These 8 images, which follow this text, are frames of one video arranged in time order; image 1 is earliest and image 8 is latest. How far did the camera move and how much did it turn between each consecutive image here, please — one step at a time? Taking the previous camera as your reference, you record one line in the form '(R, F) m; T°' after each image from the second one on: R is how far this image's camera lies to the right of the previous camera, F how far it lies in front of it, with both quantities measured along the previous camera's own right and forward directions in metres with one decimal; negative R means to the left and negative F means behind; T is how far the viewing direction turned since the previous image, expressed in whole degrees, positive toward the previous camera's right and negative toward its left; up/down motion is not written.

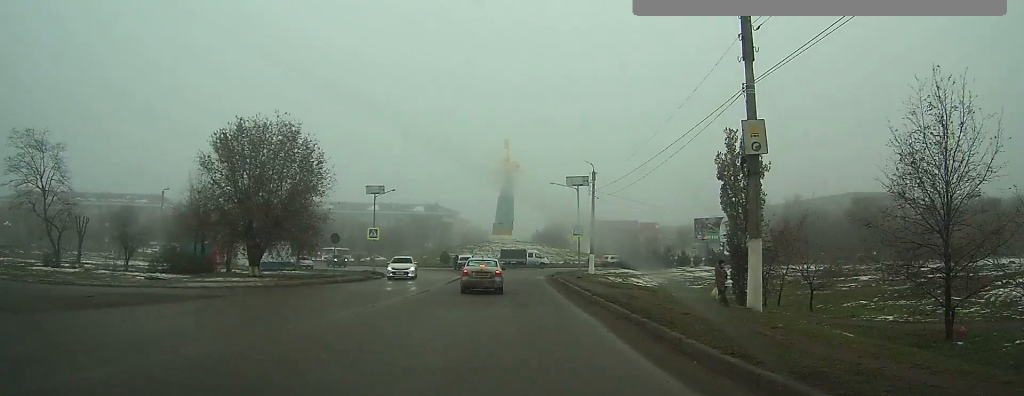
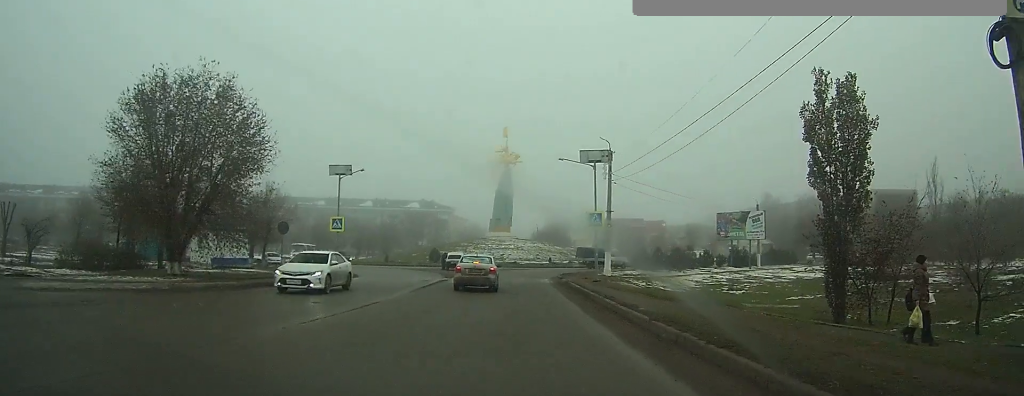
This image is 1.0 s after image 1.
(-0.1, +9.3) m; -1°
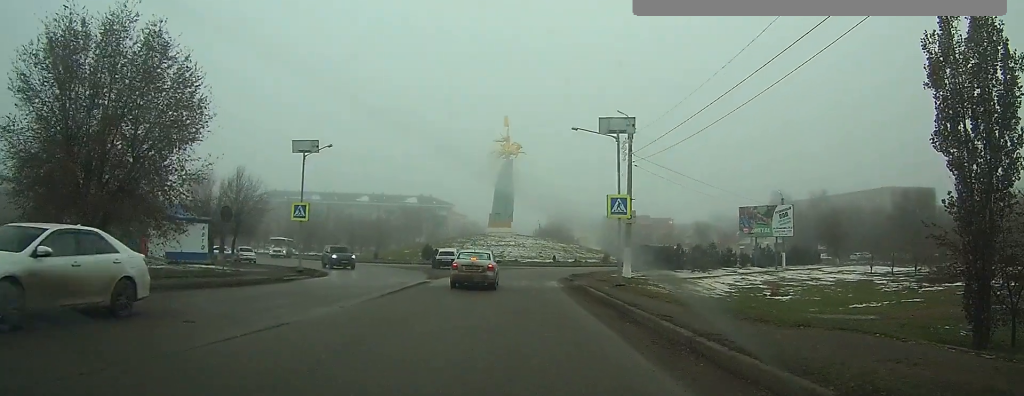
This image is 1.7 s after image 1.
(0.0, +7.2) m; 0°
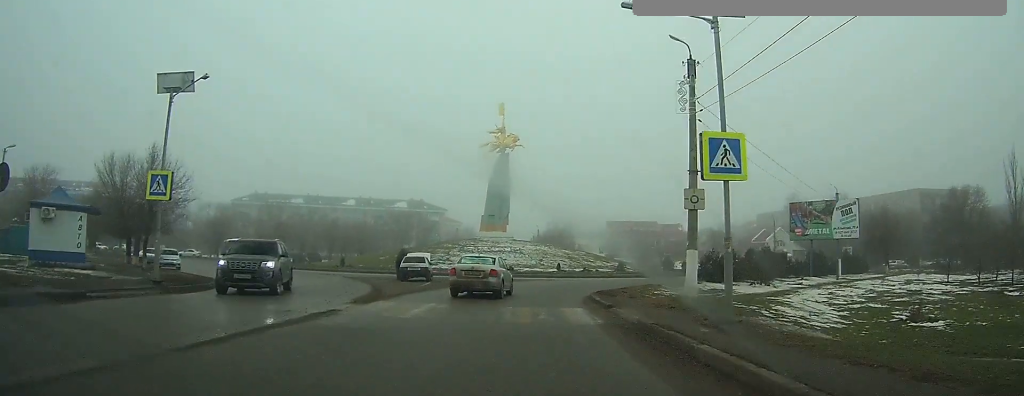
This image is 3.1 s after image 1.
(0.0, +13.1) m; 0°
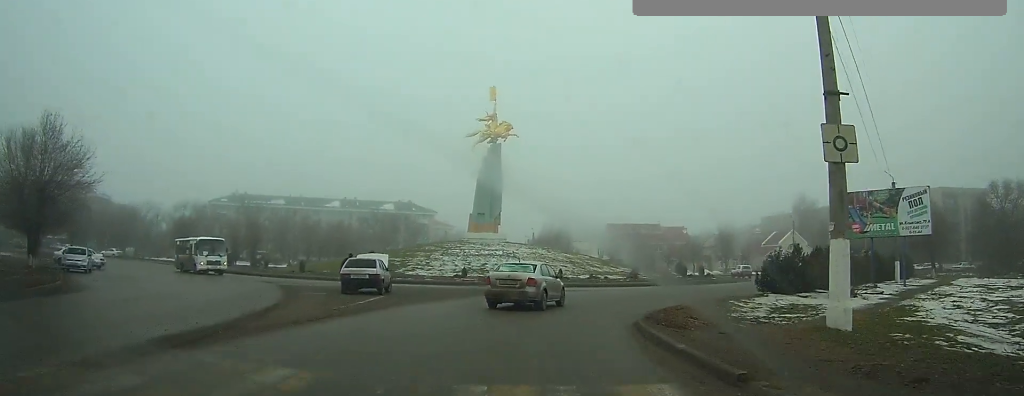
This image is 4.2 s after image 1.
(+0.1, +10.0) m; +6°
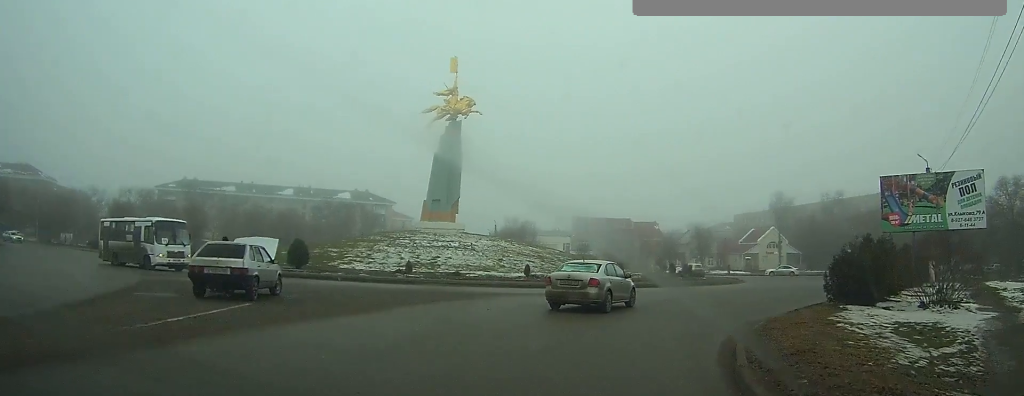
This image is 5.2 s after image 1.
(+0.8, +8.3) m; +8°
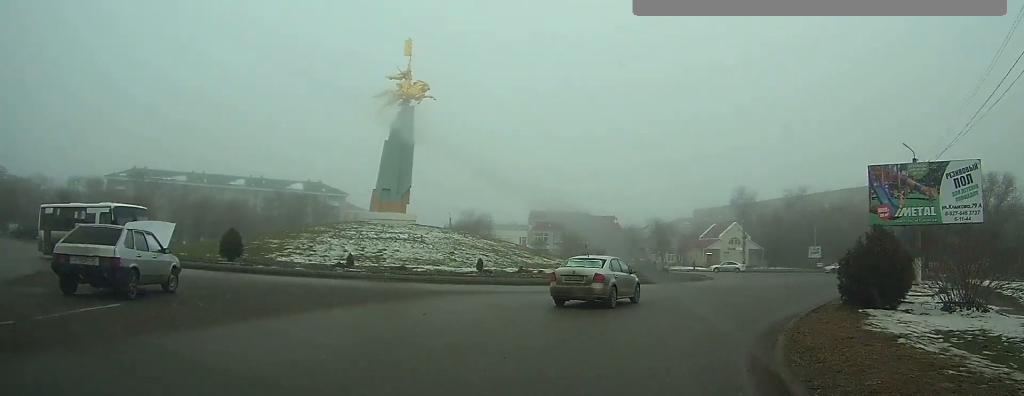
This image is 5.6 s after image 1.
(+0.1, +3.1) m; +3°
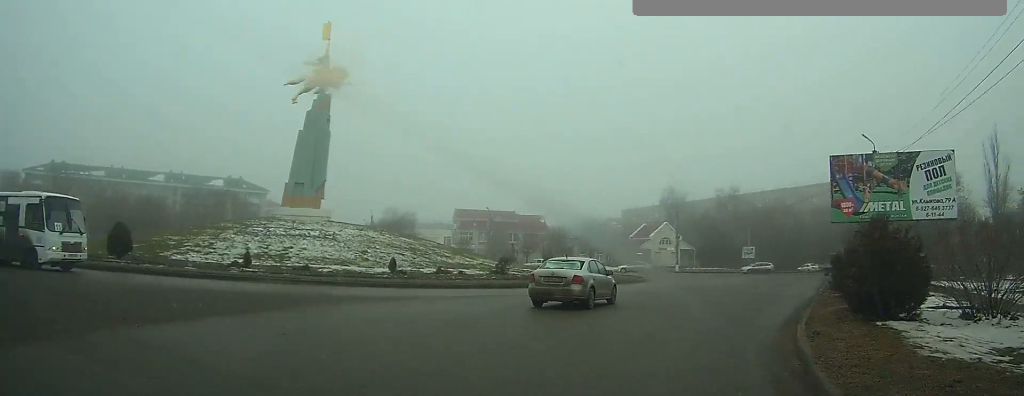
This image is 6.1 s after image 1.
(-0.1, +3.5) m; +4°
